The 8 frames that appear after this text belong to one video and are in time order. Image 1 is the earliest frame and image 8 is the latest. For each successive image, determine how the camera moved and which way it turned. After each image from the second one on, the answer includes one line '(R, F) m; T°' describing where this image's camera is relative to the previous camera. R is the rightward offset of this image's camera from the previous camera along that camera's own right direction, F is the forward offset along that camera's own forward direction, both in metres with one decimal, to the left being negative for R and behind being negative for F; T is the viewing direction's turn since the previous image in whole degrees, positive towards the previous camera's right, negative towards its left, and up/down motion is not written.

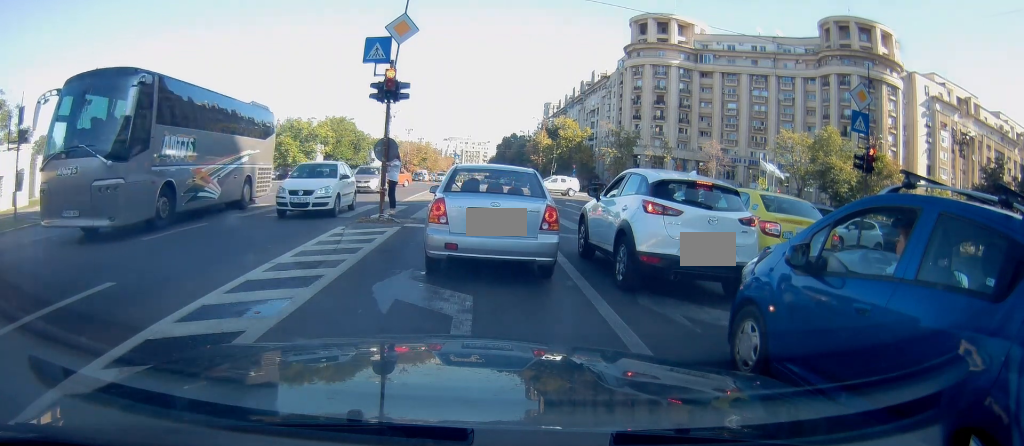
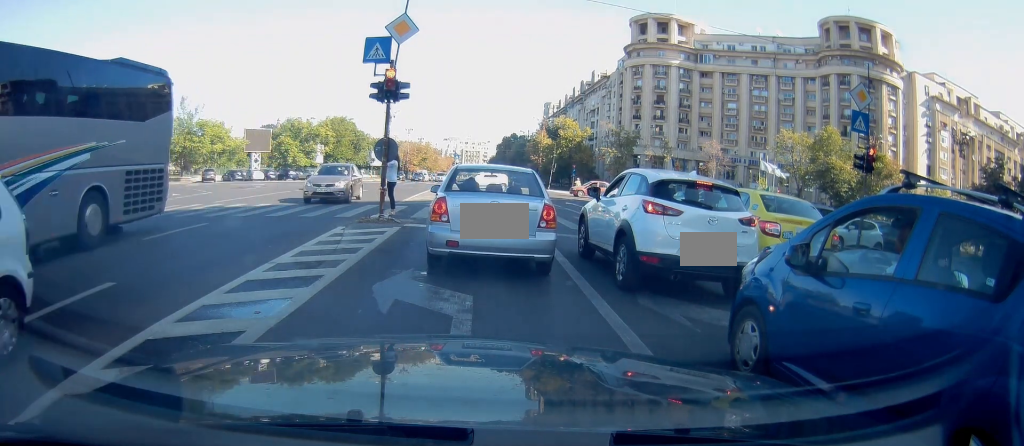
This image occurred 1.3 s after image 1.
(0.0, 0.0) m; 0°
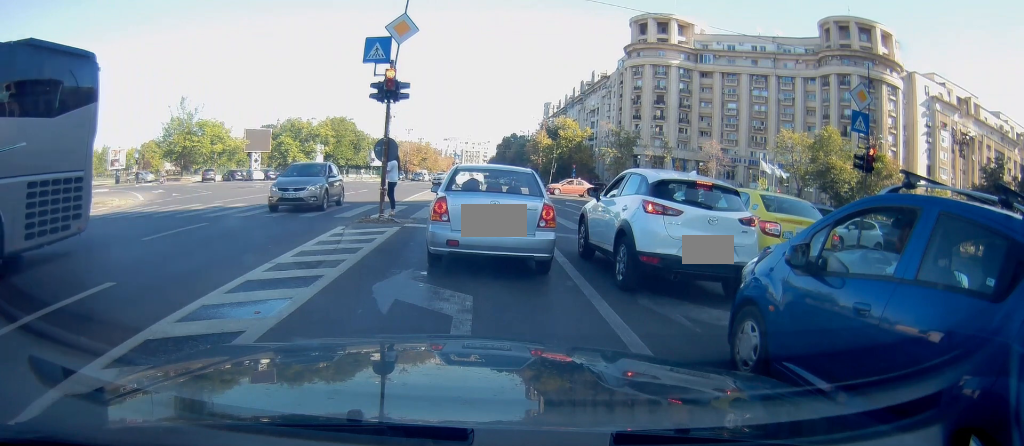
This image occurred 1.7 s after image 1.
(0.0, 0.0) m; 0°
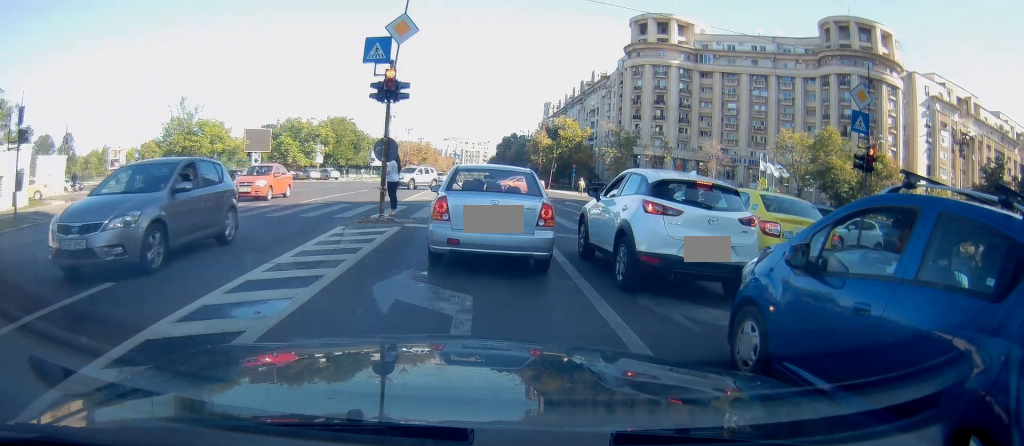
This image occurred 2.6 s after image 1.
(0.0, 0.0) m; 0°
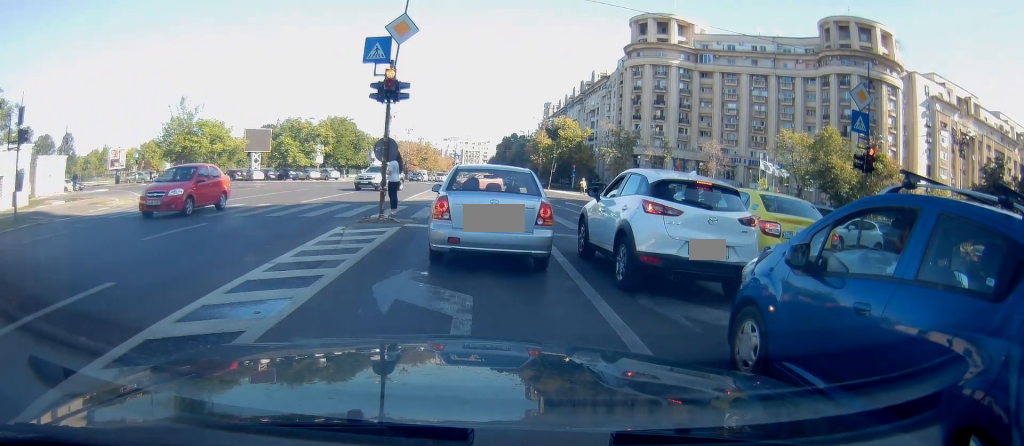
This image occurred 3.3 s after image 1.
(0.0, 0.0) m; 0°
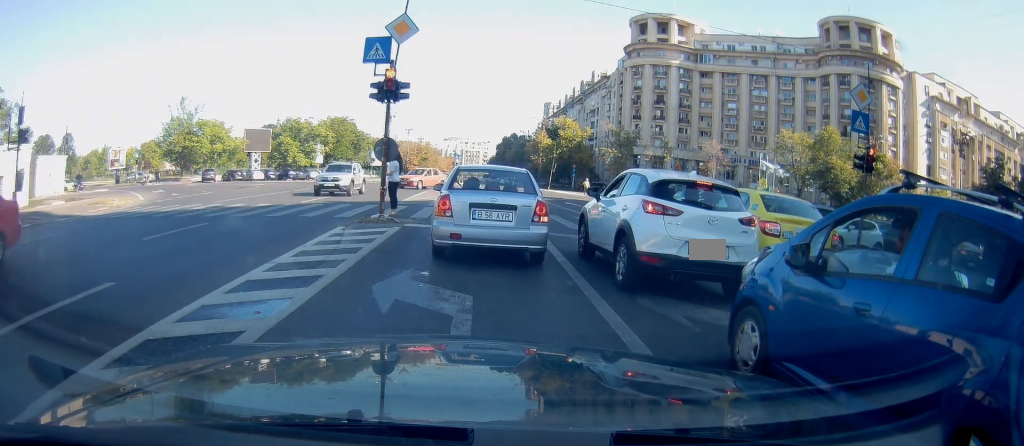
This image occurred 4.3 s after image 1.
(0.0, 0.0) m; 0°
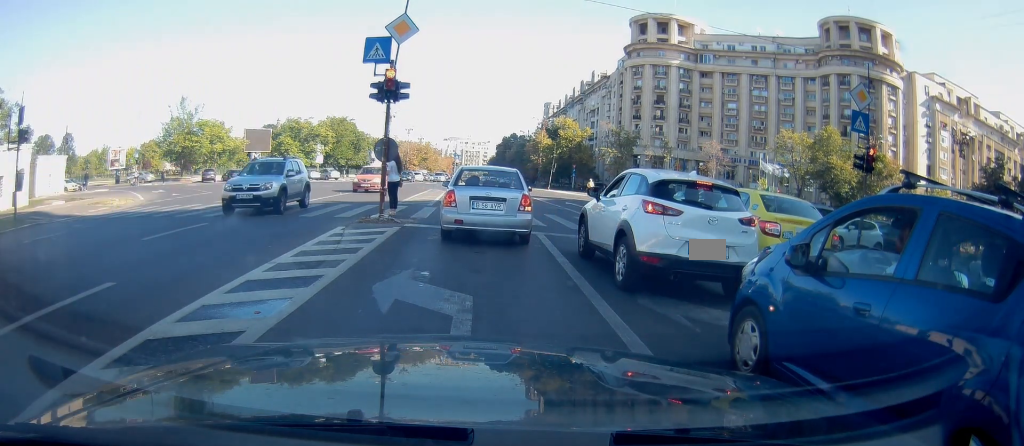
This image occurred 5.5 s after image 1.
(0.0, 0.0) m; 0°
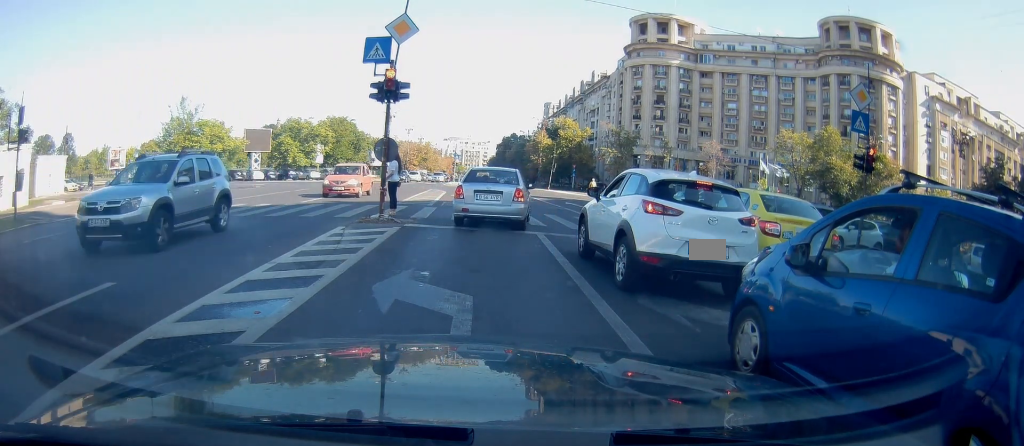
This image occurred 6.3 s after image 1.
(0.0, 0.0) m; 0°
